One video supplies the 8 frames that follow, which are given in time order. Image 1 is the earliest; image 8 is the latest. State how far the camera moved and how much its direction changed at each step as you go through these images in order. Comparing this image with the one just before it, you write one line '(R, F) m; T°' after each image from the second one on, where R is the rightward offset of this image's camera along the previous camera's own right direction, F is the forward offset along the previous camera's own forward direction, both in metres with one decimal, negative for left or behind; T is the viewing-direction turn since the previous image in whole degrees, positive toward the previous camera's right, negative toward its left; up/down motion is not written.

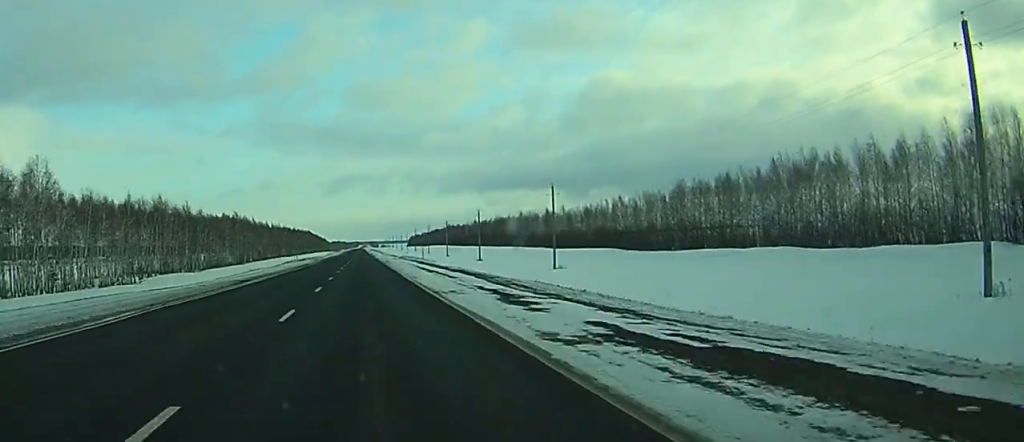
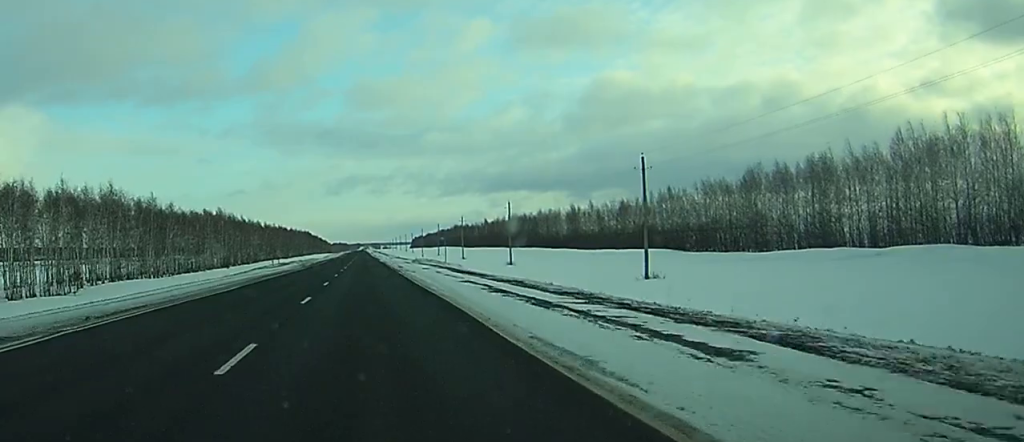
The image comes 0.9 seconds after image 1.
(+0.1, +31.2) m; 0°
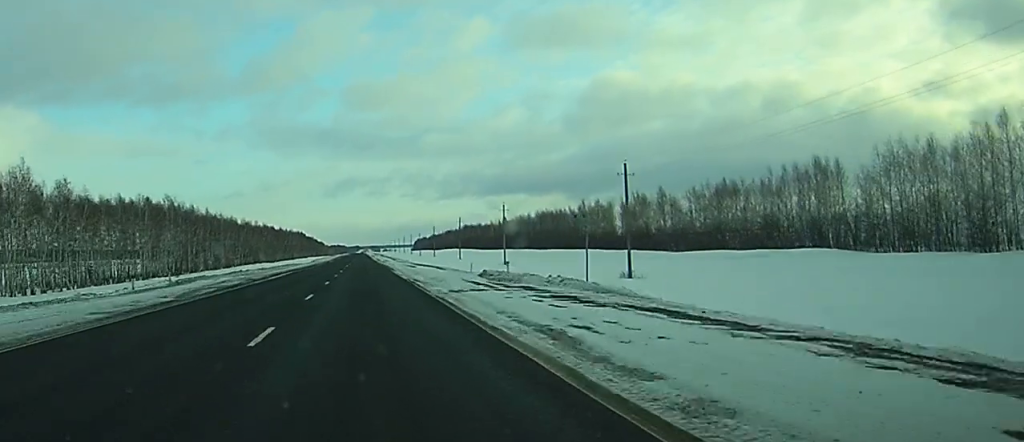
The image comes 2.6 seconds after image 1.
(-0.7, +56.8) m; -1°
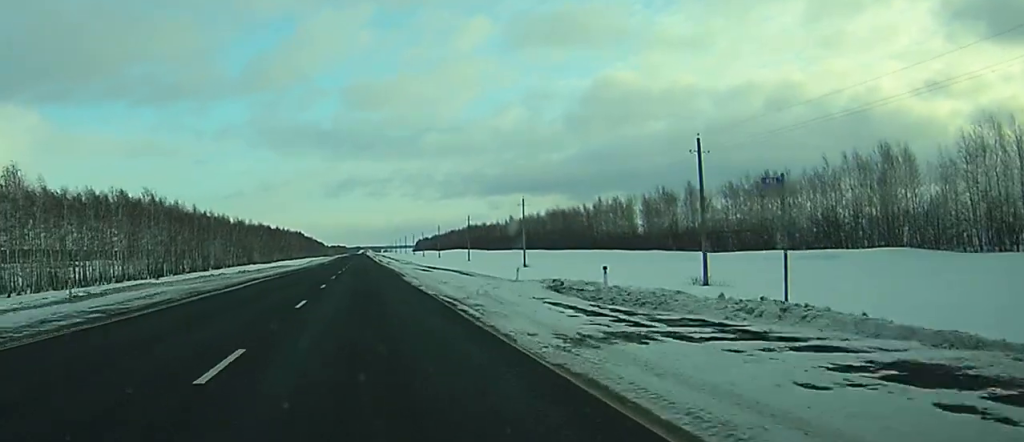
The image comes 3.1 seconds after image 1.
(+0.1, +15.6) m; 0°
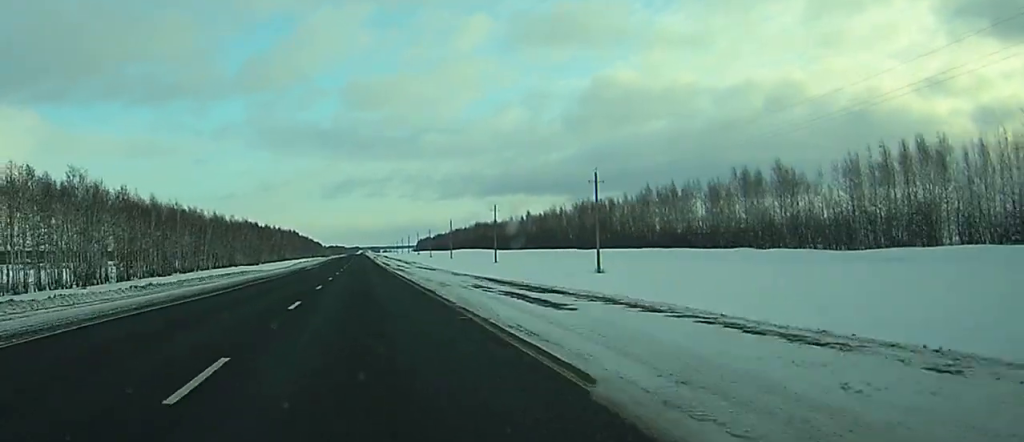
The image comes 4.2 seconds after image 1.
(+0.1, +36.9) m; 0°
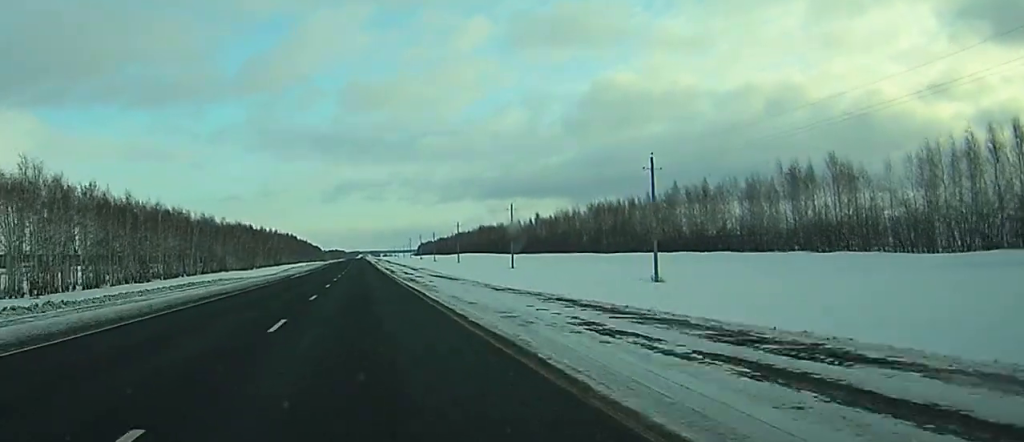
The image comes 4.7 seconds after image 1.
(0.0, +15.7) m; 0°
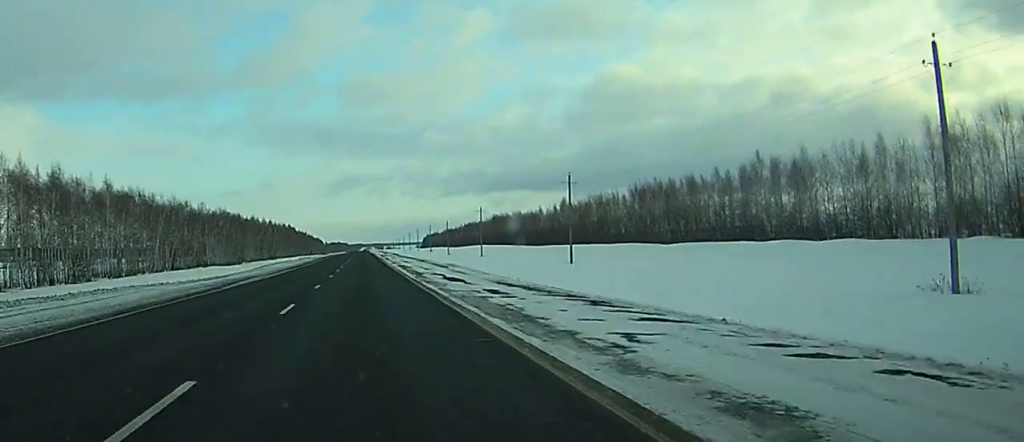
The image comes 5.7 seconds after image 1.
(-0.1, +33.7) m; 0°
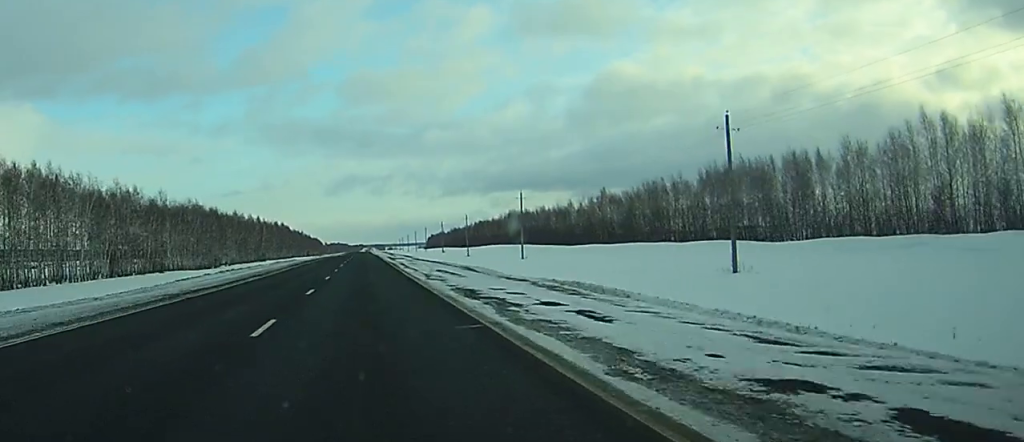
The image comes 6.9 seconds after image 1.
(+0.3, +40.6) m; 0°
